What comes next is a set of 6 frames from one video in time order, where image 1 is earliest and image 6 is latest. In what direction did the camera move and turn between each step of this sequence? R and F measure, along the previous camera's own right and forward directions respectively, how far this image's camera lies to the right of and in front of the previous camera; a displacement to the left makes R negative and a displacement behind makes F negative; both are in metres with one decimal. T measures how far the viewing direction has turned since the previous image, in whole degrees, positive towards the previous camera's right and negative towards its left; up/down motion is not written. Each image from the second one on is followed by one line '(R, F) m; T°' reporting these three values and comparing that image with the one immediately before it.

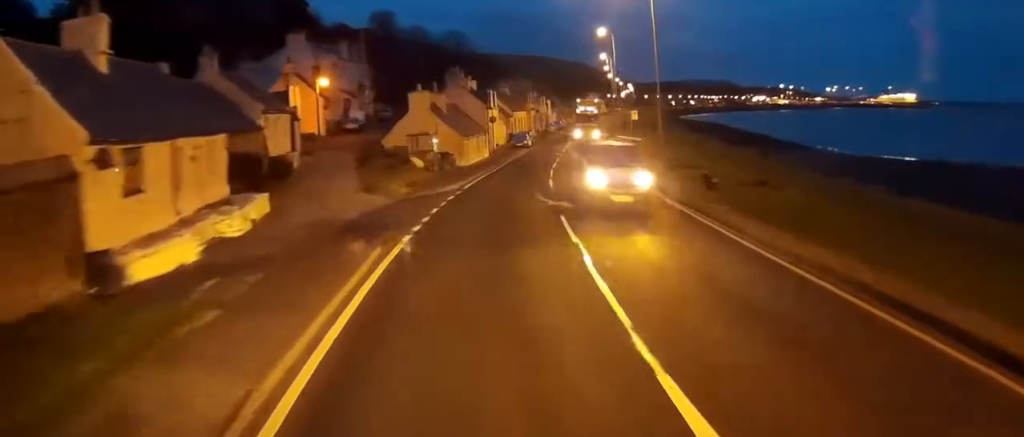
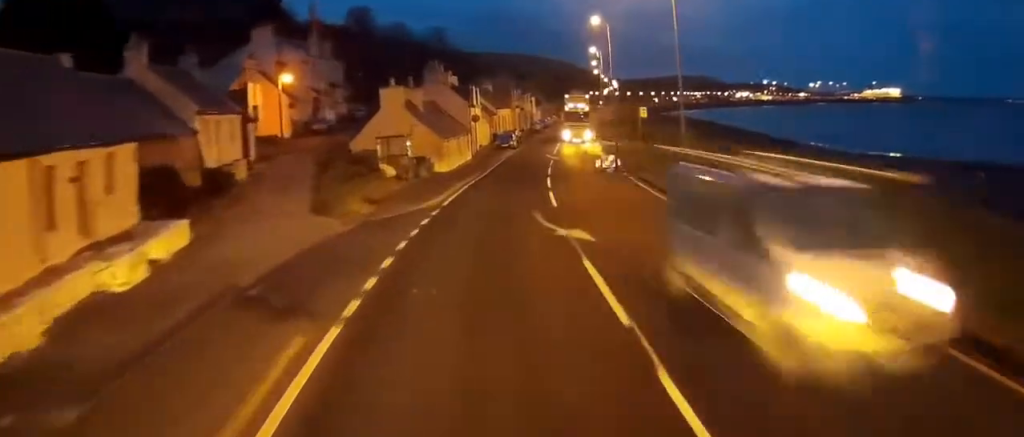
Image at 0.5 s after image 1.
(+0.1, +6.4) m; +1°
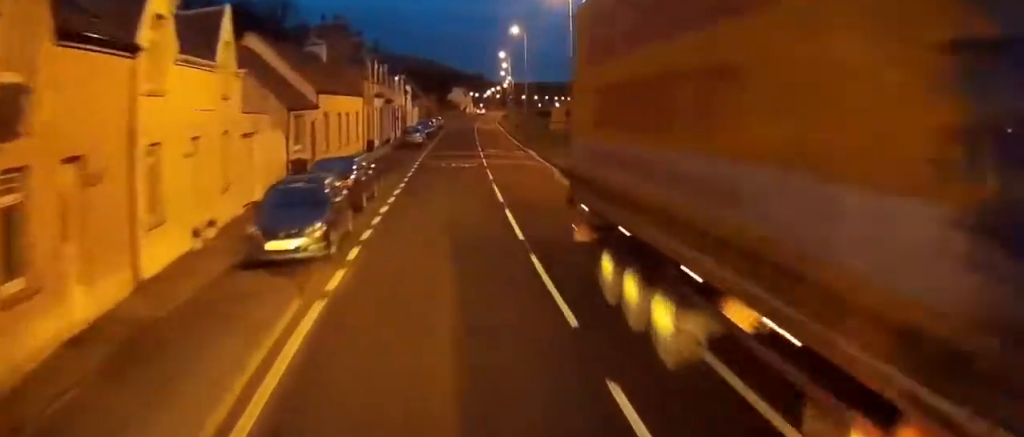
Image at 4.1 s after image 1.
(+3.7, +50.9) m; +9°
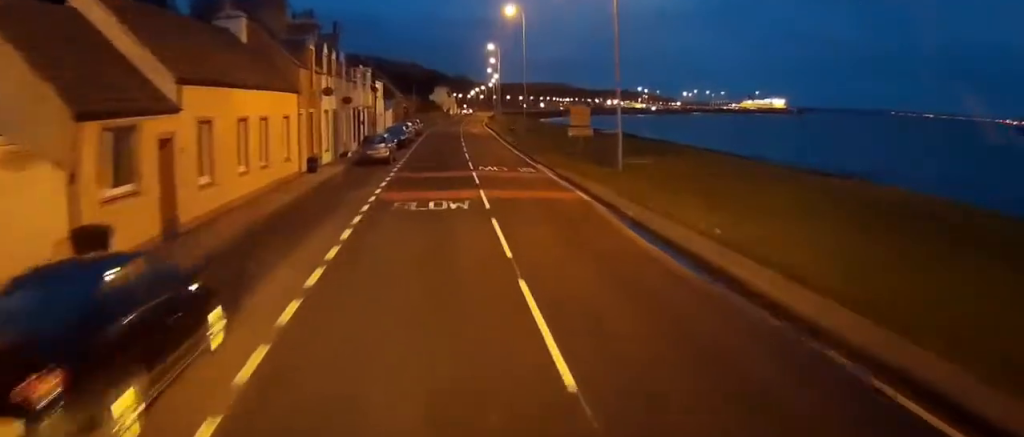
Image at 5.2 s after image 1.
(+0.1, +15.3) m; +1°
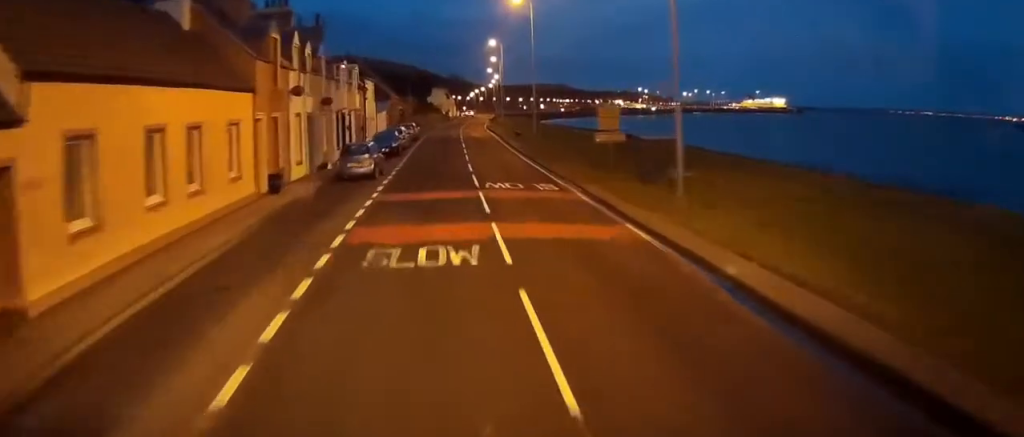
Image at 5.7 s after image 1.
(0.0, +7.1) m; 0°
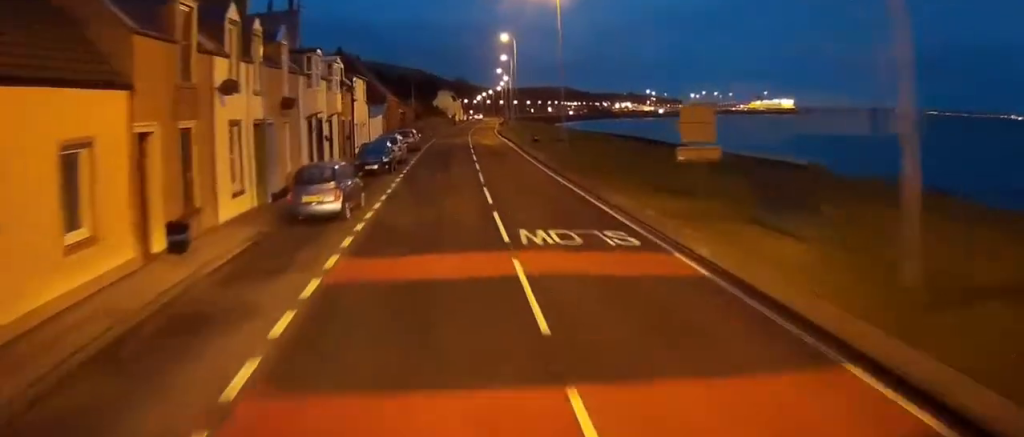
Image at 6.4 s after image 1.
(0.0, +10.4) m; 0°
